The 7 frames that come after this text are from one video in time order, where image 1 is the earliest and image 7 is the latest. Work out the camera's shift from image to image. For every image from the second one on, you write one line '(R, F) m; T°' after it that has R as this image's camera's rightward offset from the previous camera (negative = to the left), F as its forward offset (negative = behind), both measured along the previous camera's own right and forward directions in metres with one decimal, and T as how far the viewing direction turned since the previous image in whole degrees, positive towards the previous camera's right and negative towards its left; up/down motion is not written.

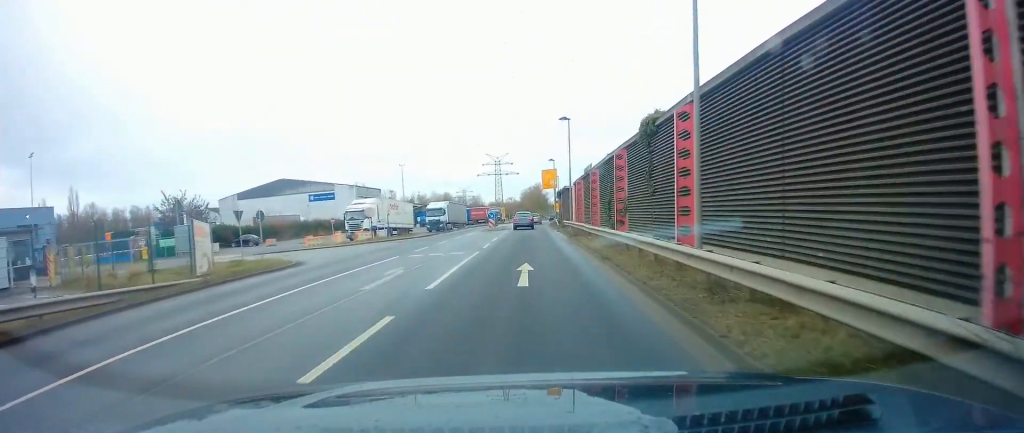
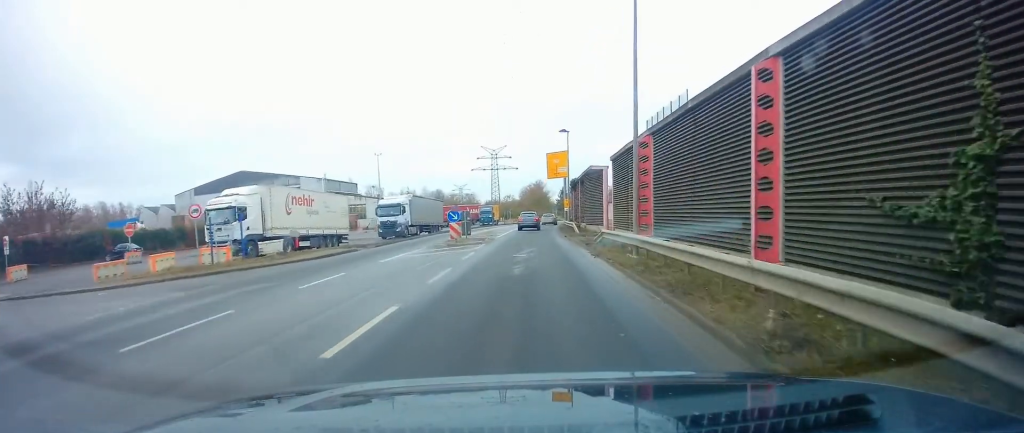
(+0.1, +24.9) m; 0°
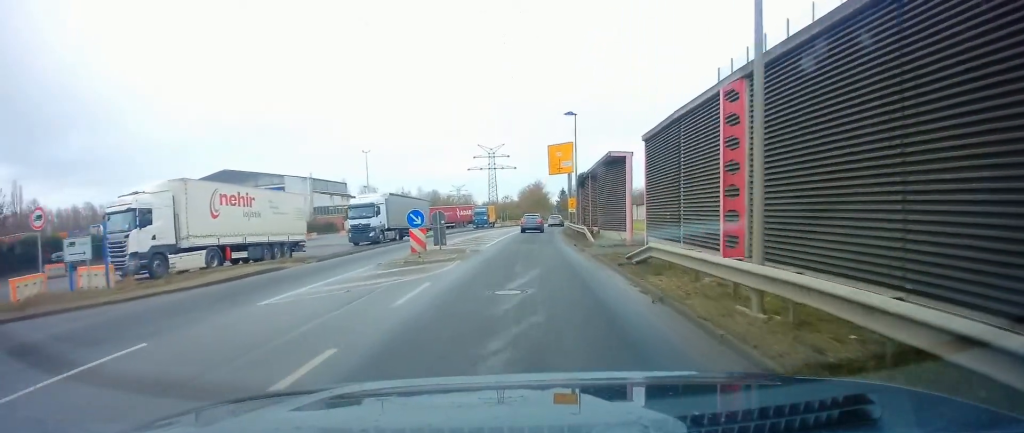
(+0.1, +8.6) m; 0°
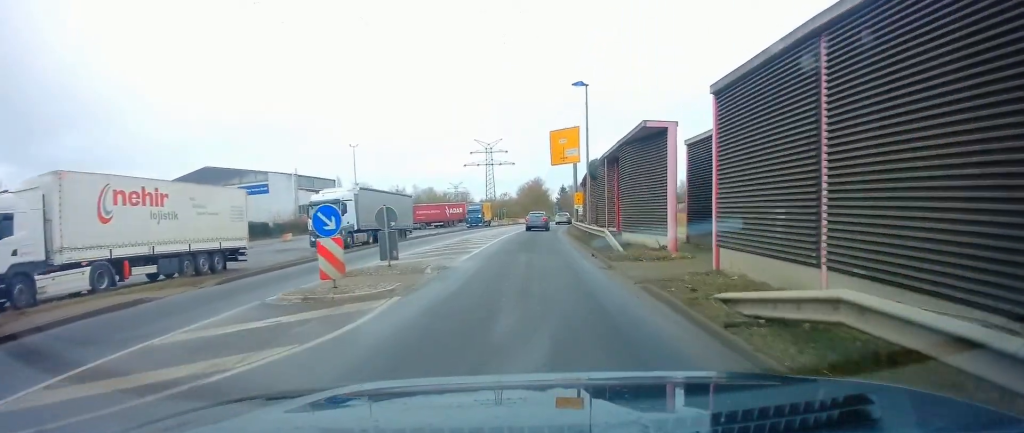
(-0.1, +8.0) m; 0°
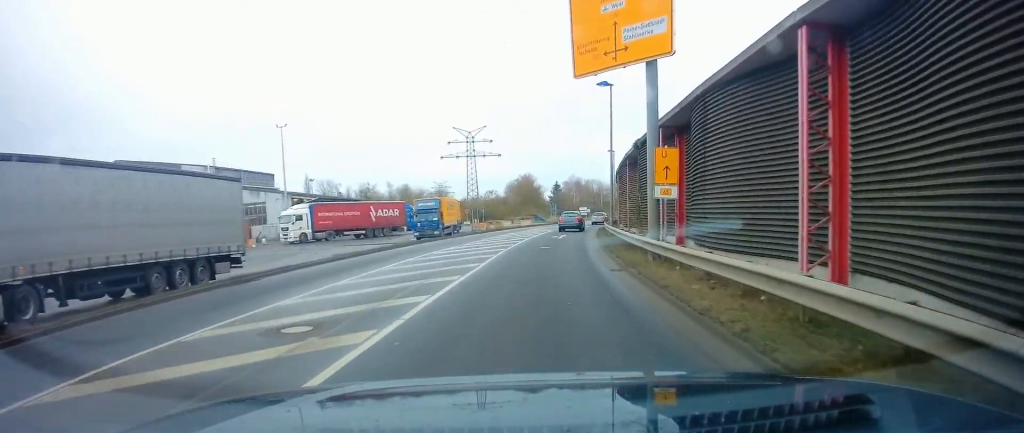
(+0.2, +30.5) m; +2°
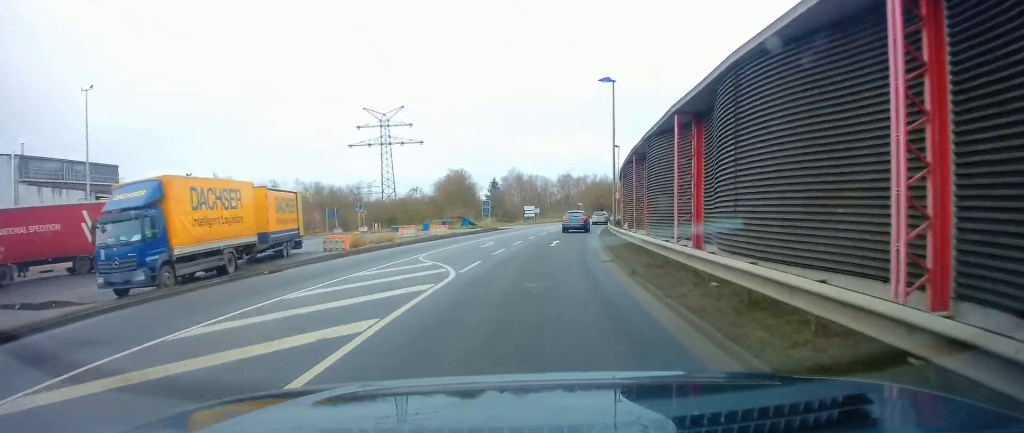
(+1.6, +32.9) m; +6°
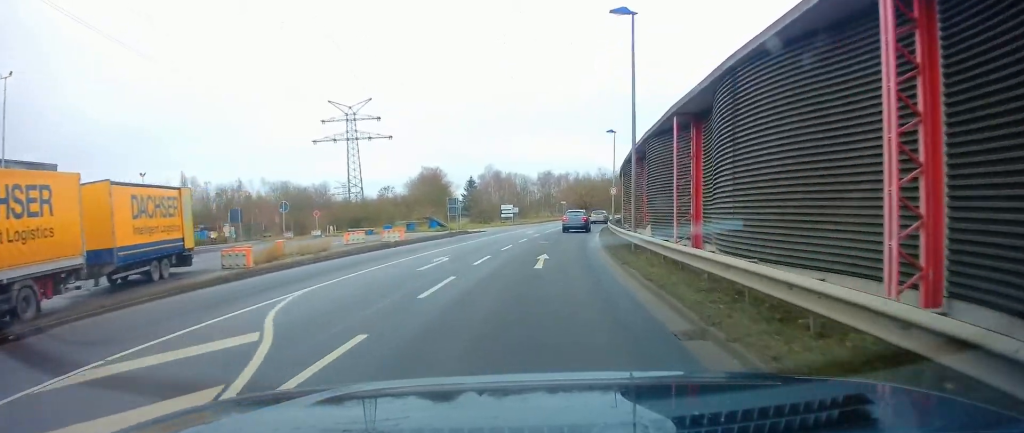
(+0.2, +9.9) m; +1°
